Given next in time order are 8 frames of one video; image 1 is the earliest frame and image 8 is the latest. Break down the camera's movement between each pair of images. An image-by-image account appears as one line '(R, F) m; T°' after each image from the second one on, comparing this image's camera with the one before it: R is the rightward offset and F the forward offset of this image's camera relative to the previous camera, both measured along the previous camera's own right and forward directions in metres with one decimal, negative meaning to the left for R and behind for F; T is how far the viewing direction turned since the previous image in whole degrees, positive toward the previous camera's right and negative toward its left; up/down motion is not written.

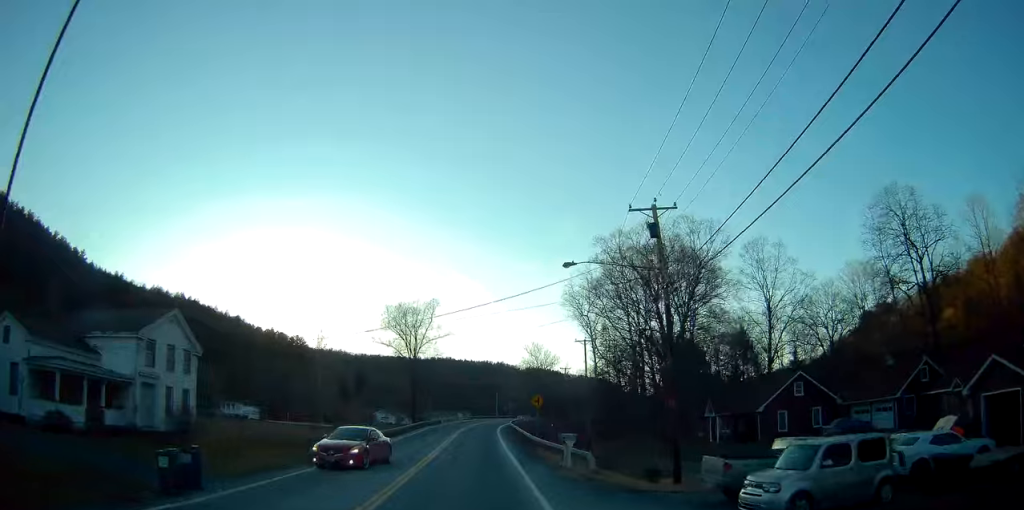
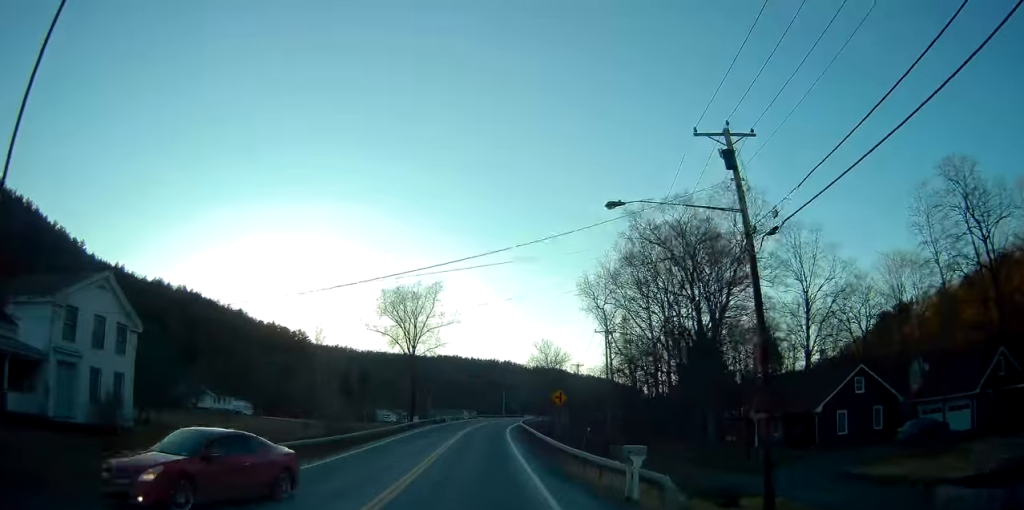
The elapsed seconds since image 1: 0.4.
(+0.1, +8.3) m; -1°
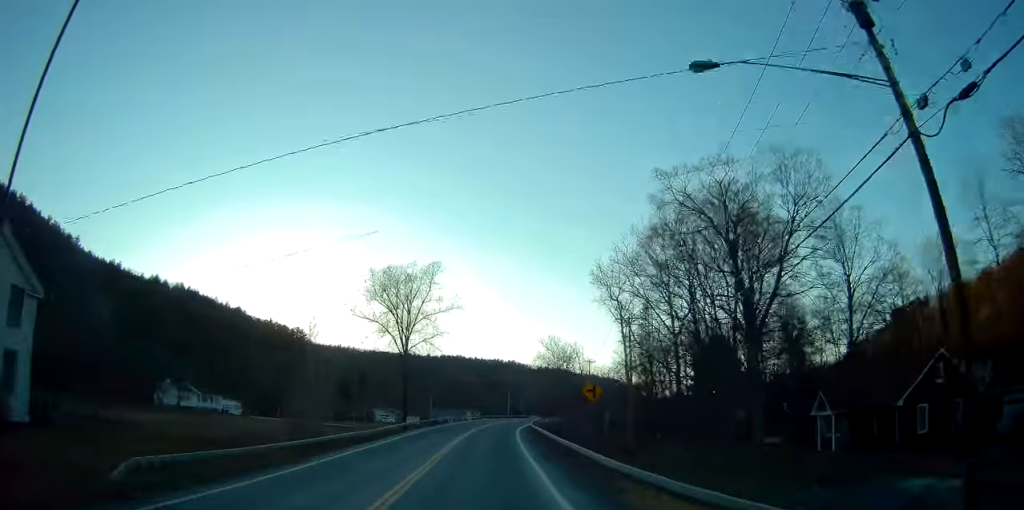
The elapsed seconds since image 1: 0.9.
(0.0, +8.9) m; 0°
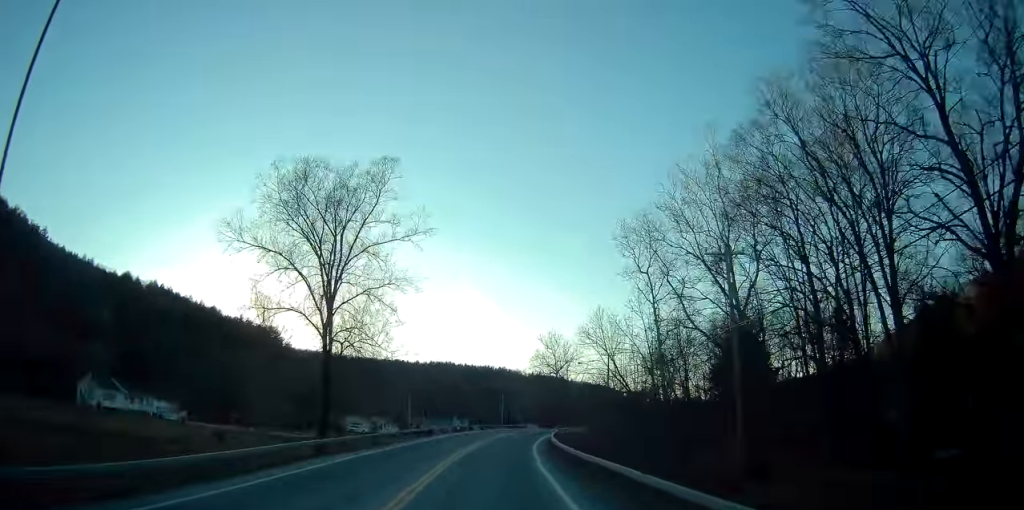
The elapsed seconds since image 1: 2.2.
(+0.3, +25.2) m; +3°
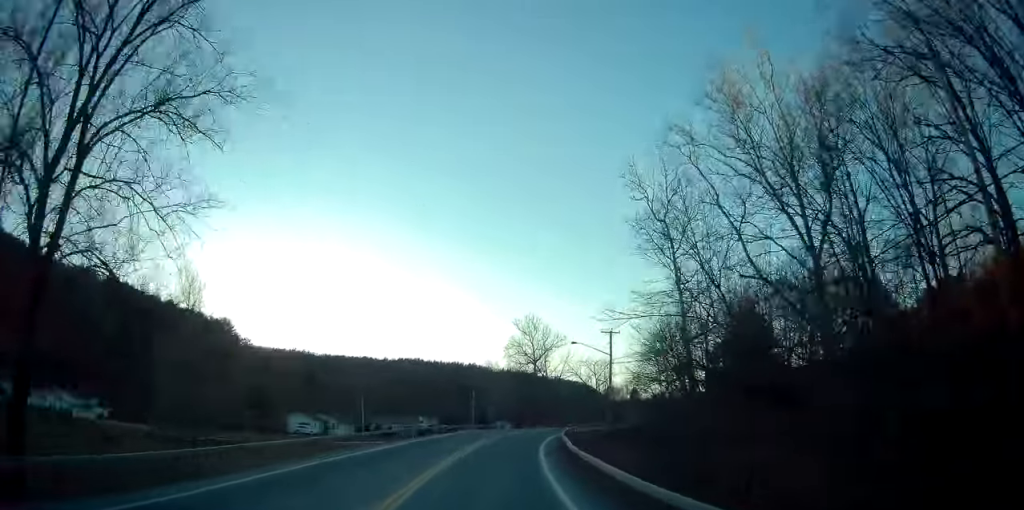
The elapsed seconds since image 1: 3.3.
(+0.5, +20.3) m; +1°
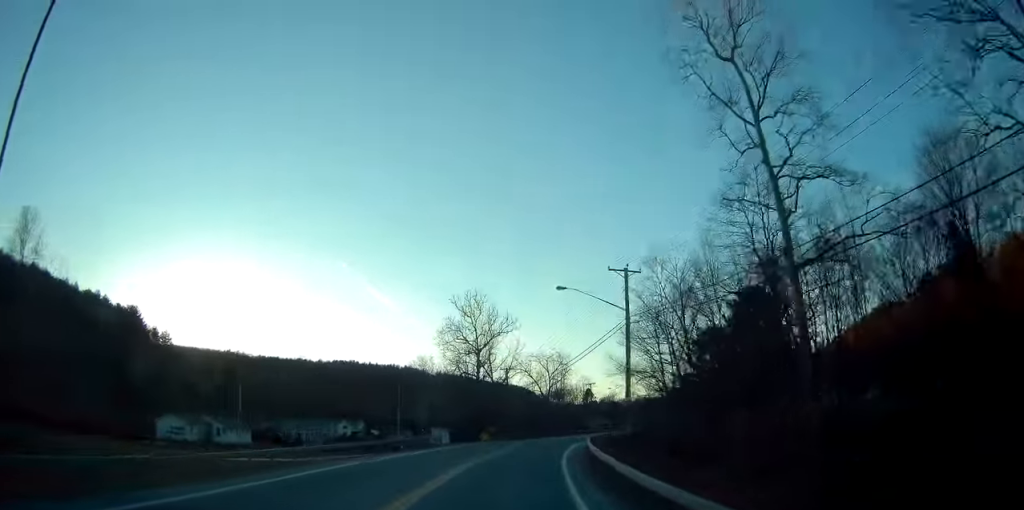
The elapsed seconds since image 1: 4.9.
(0.0, +31.6) m; +1°
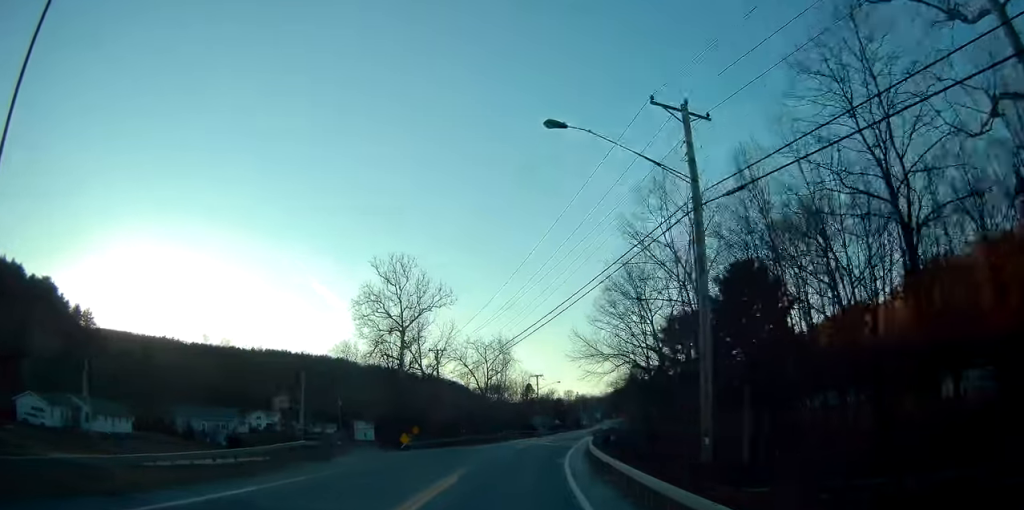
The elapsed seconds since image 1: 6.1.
(+0.8, +21.9) m; +7°
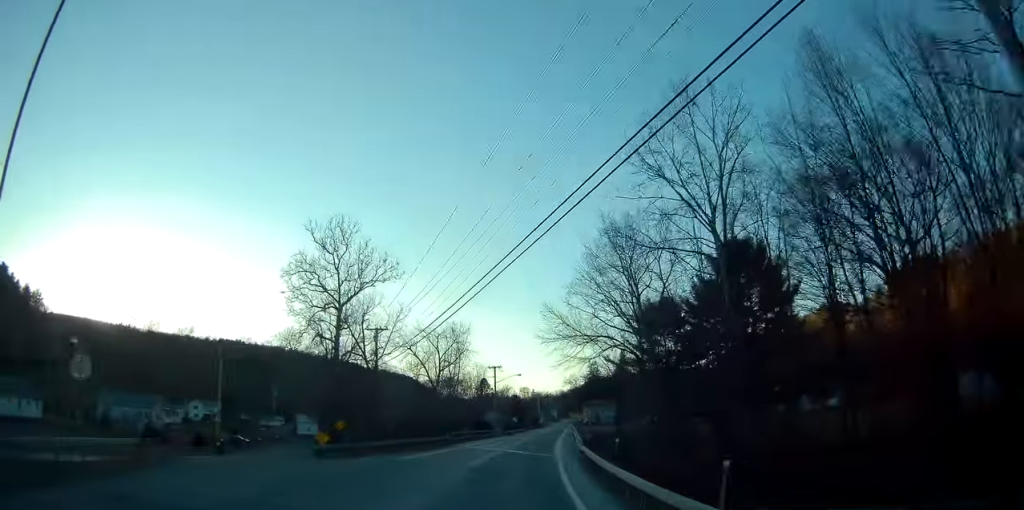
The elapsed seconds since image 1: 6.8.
(+0.7, +13.5) m; +6°
